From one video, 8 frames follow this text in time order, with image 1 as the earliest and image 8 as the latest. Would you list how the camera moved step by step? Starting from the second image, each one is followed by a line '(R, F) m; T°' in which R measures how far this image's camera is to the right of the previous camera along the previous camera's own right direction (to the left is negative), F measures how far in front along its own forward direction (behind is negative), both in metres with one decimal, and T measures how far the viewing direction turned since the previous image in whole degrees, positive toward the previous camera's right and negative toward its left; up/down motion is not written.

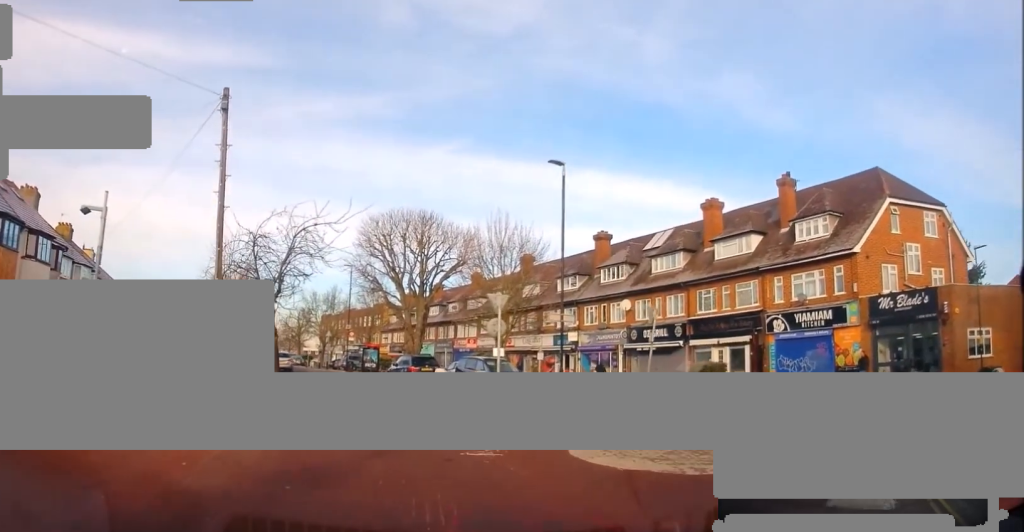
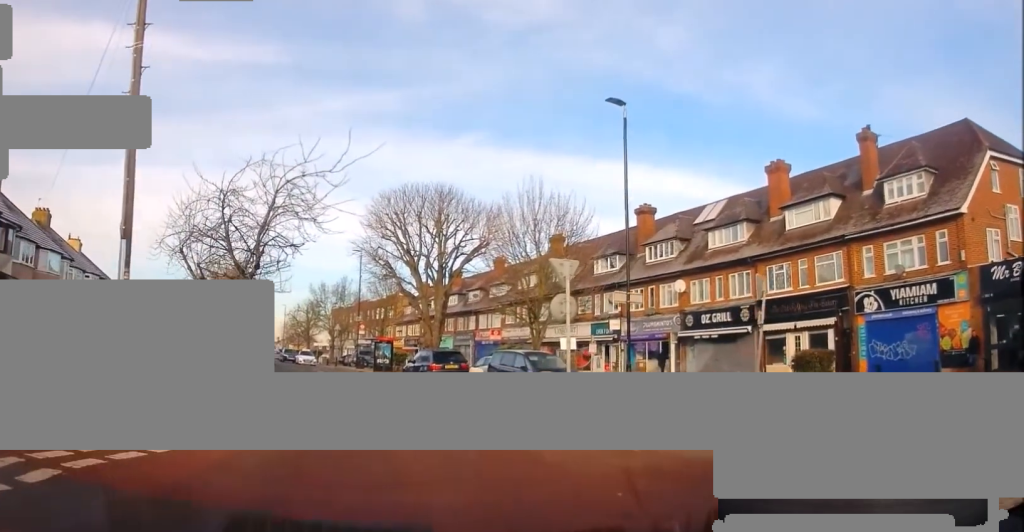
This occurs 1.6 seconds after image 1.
(-0.1, +7.6) m; -2°
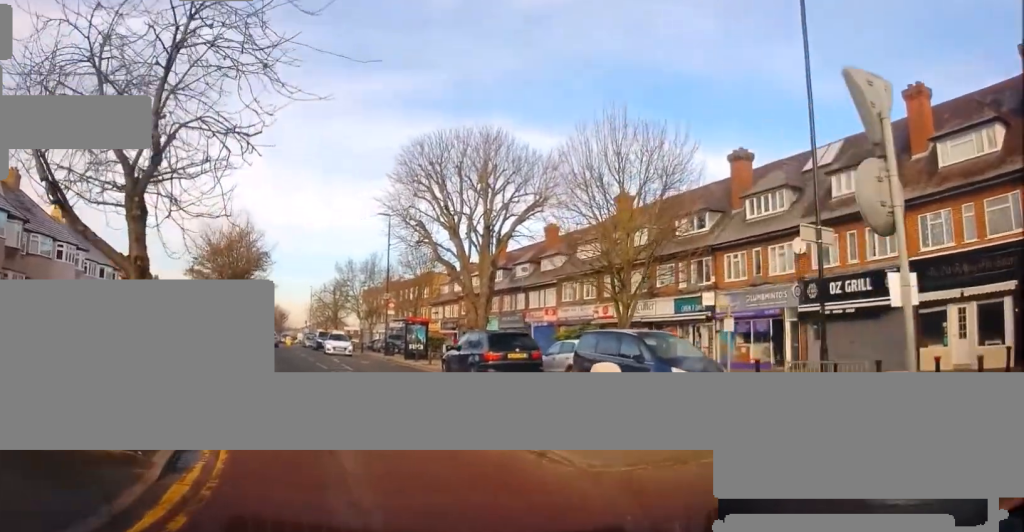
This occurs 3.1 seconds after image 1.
(-0.2, +9.8) m; -5°
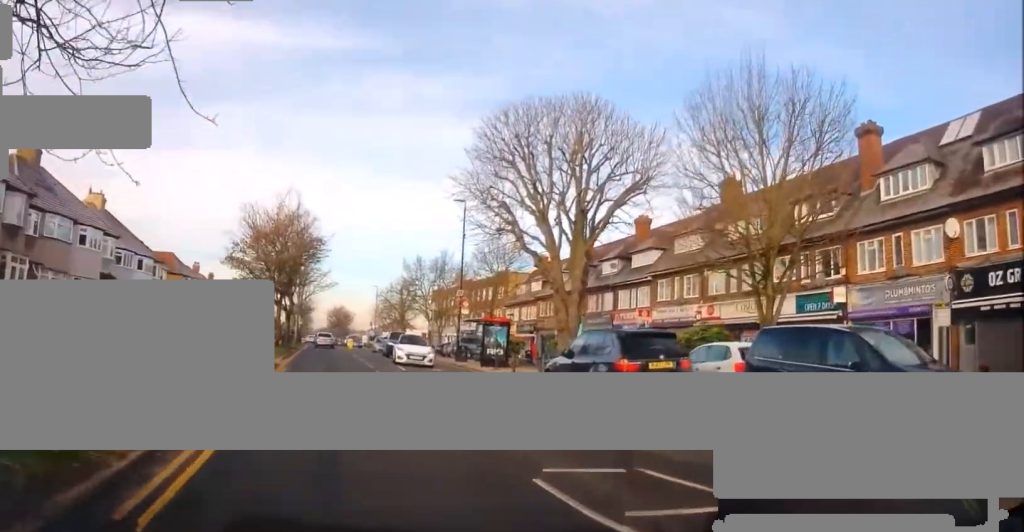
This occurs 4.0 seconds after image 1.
(-0.4, +6.4) m; -5°
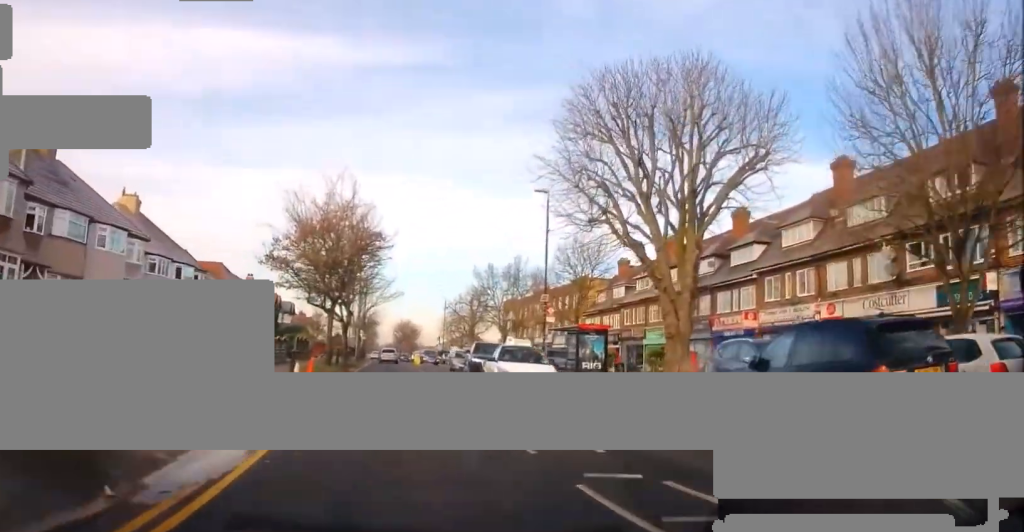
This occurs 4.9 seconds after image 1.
(-0.2, +6.1) m; 0°
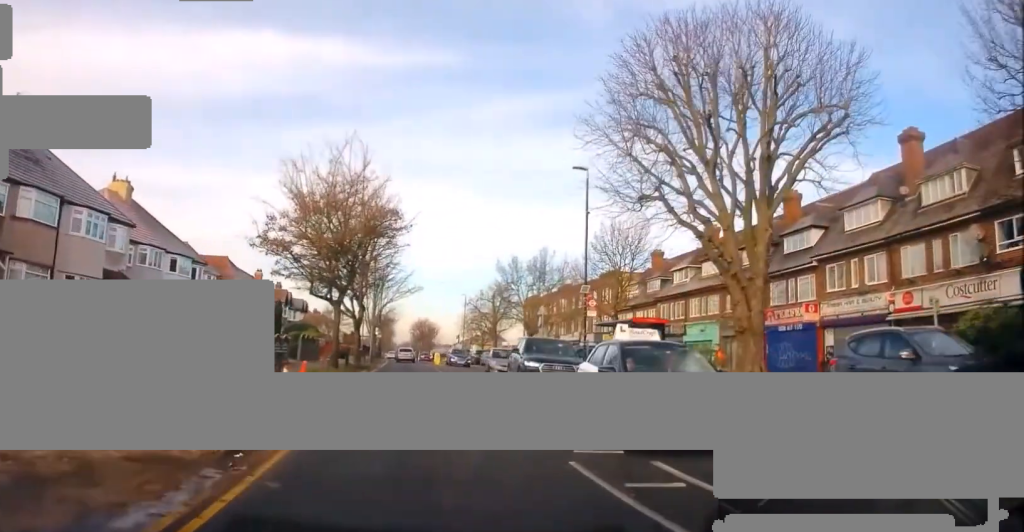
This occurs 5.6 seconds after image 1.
(+0.1, +5.4) m; 0°
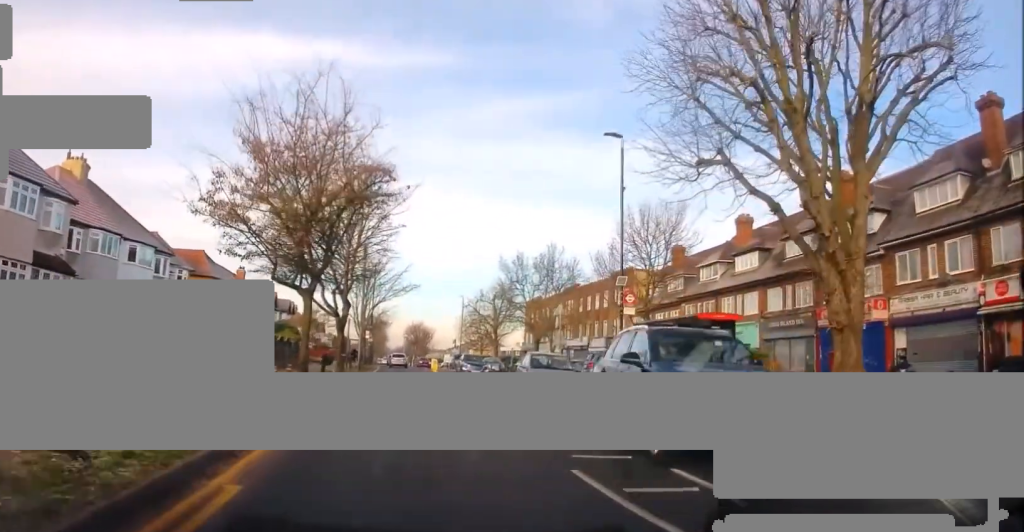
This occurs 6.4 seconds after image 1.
(0.0, +6.8) m; 0°
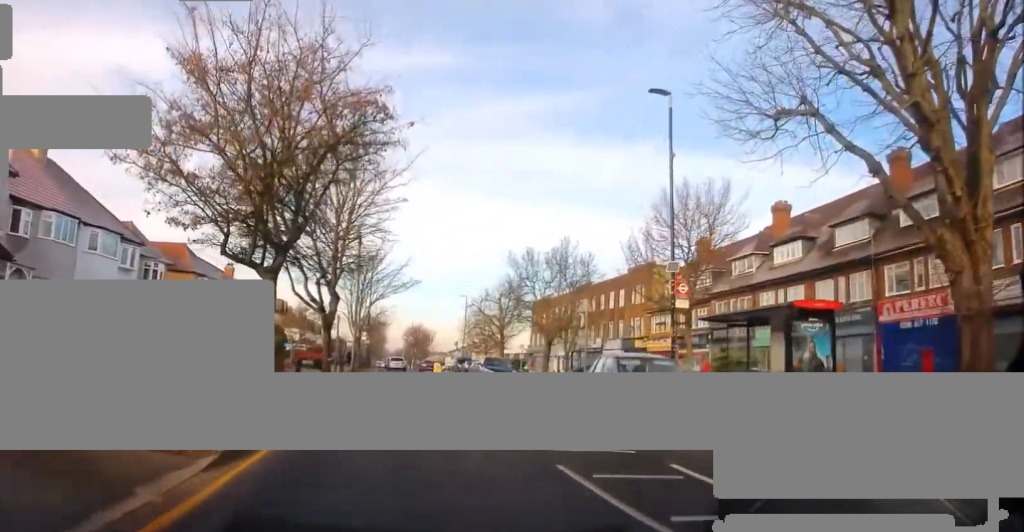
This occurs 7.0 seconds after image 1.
(-0.1, +5.2) m; -1°
